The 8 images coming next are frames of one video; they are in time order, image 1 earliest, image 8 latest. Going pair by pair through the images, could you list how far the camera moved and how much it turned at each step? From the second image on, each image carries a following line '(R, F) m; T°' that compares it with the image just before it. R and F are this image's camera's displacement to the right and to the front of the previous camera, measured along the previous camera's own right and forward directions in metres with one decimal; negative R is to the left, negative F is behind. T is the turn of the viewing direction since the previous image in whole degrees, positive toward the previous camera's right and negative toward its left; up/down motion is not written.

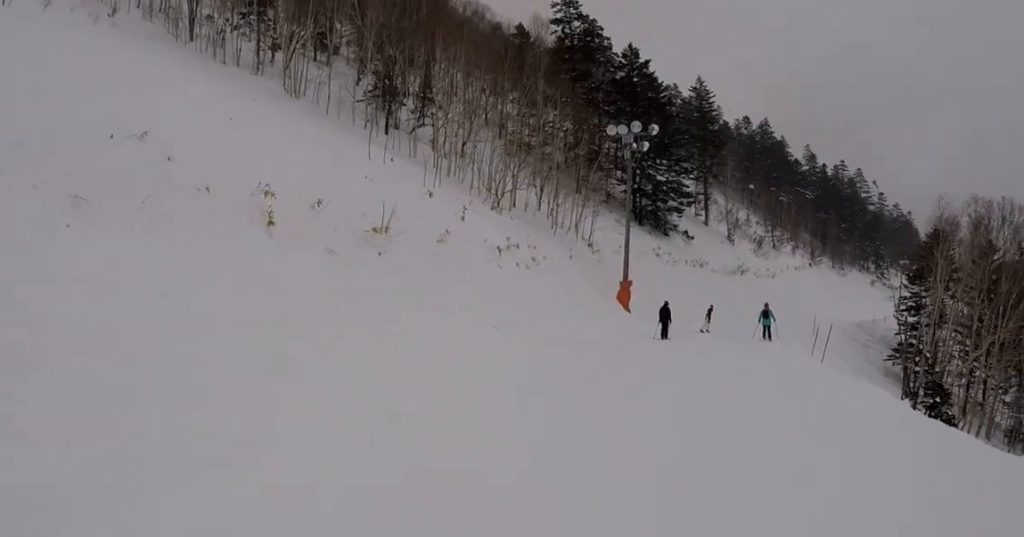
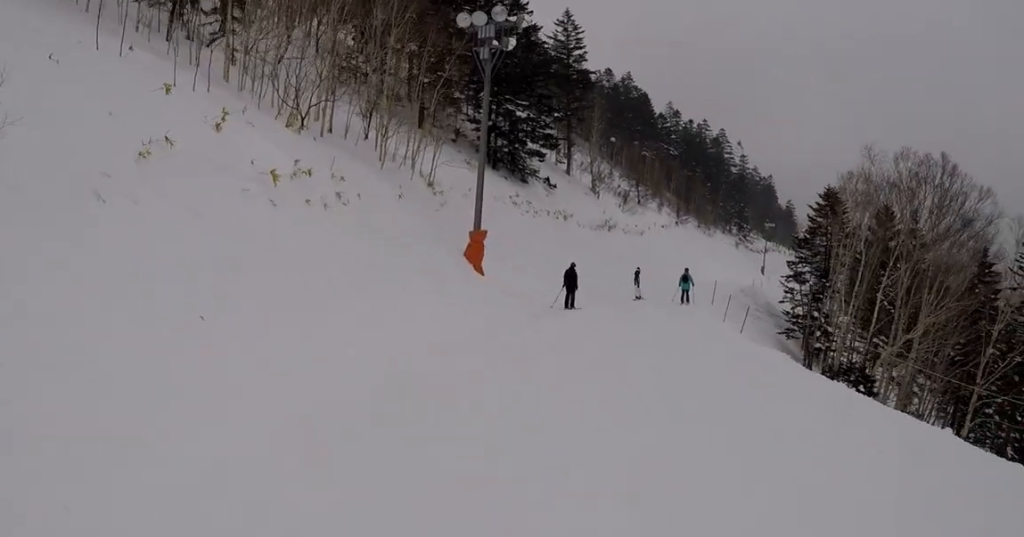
(+1.1, +9.4) m; +17°
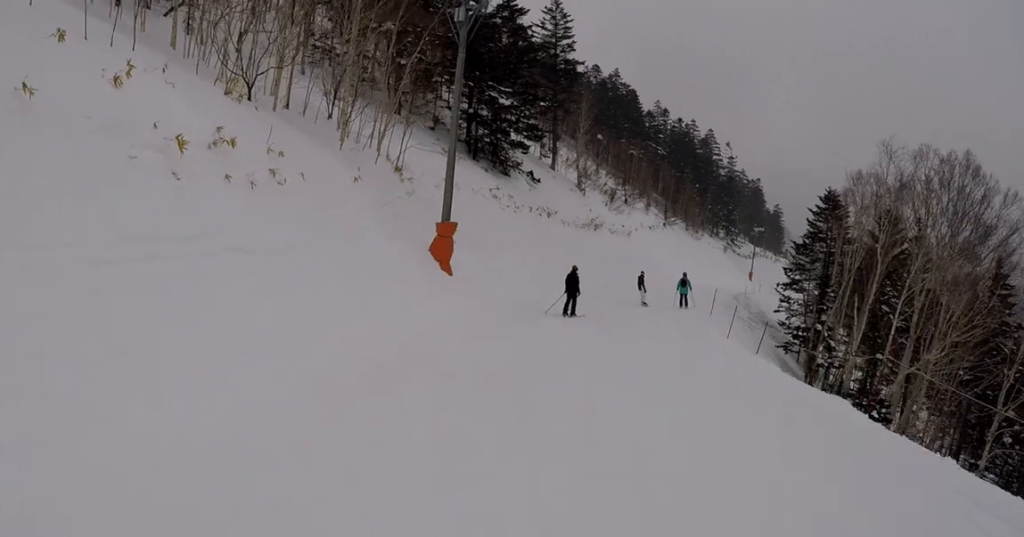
(+0.5, +3.7) m; +6°
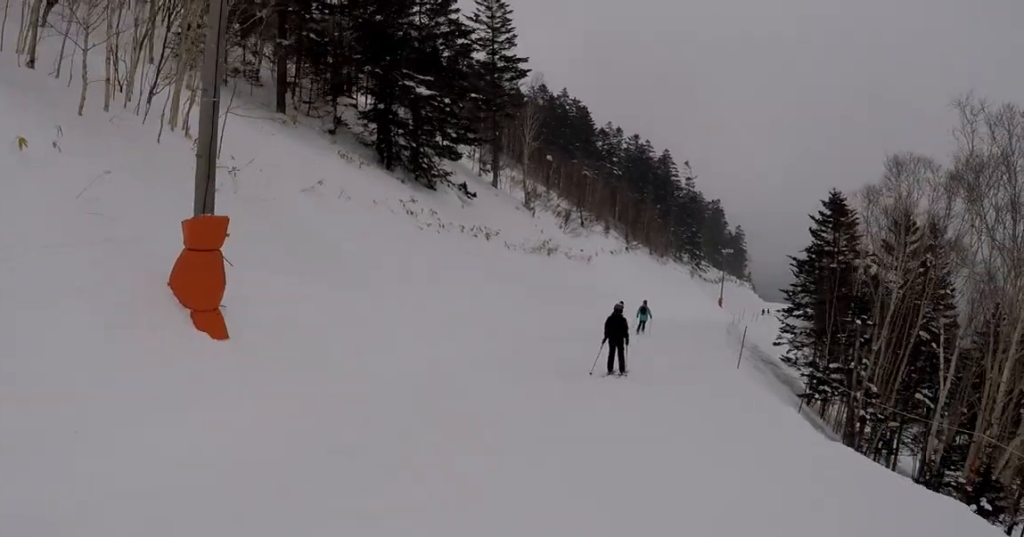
(+0.3, +11.8) m; +2°
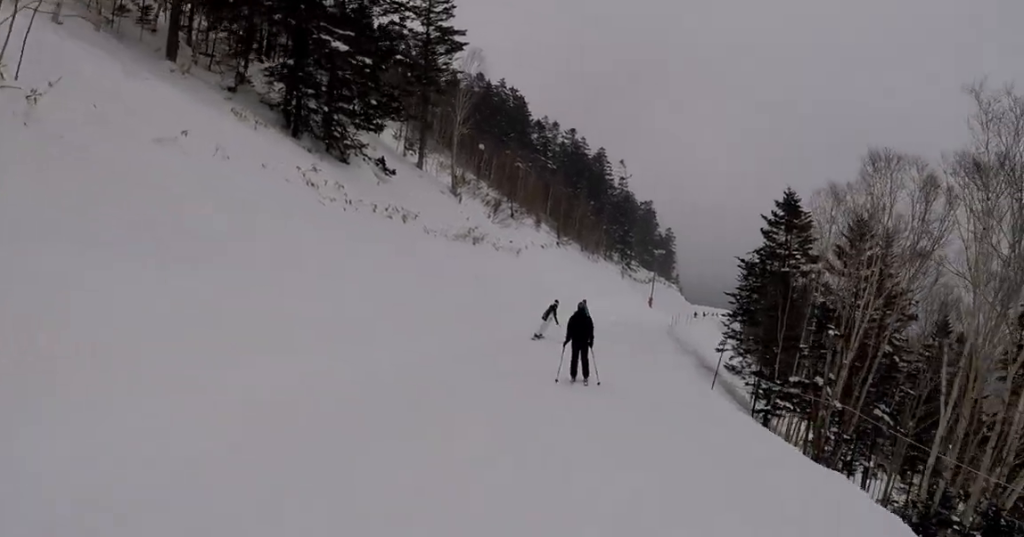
(0.0, +4.8) m; +1°
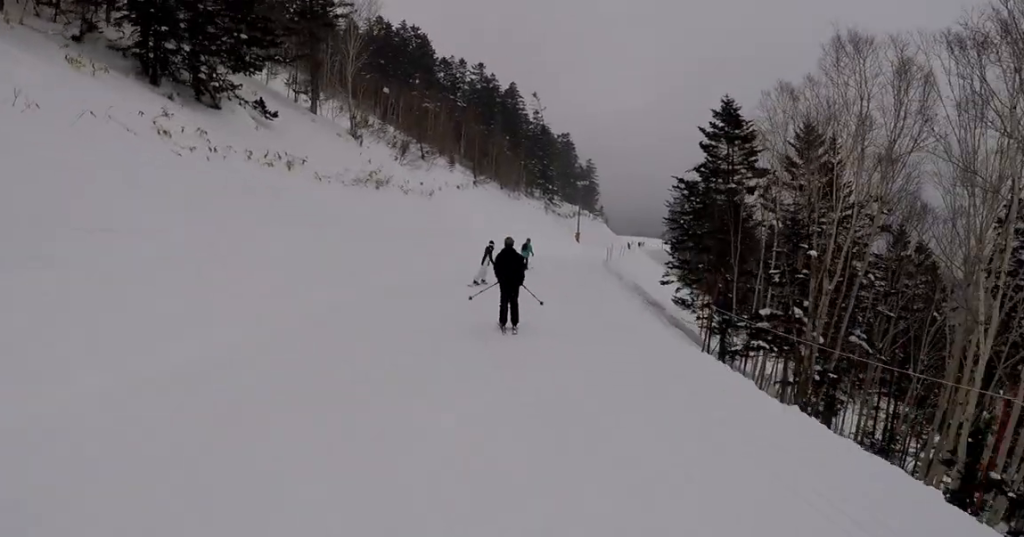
(-0.1, +4.7) m; +3°
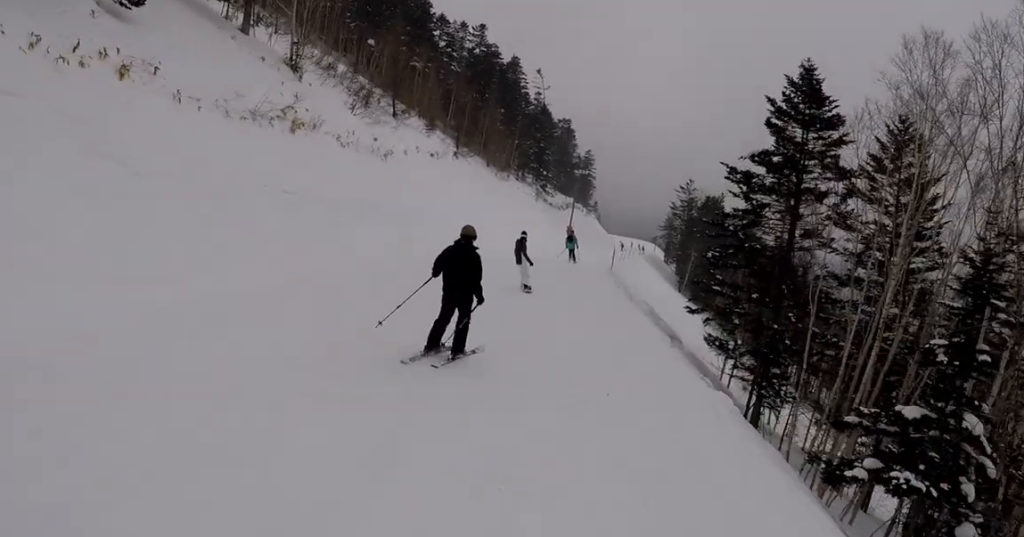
(+1.3, +10.9) m; +10°
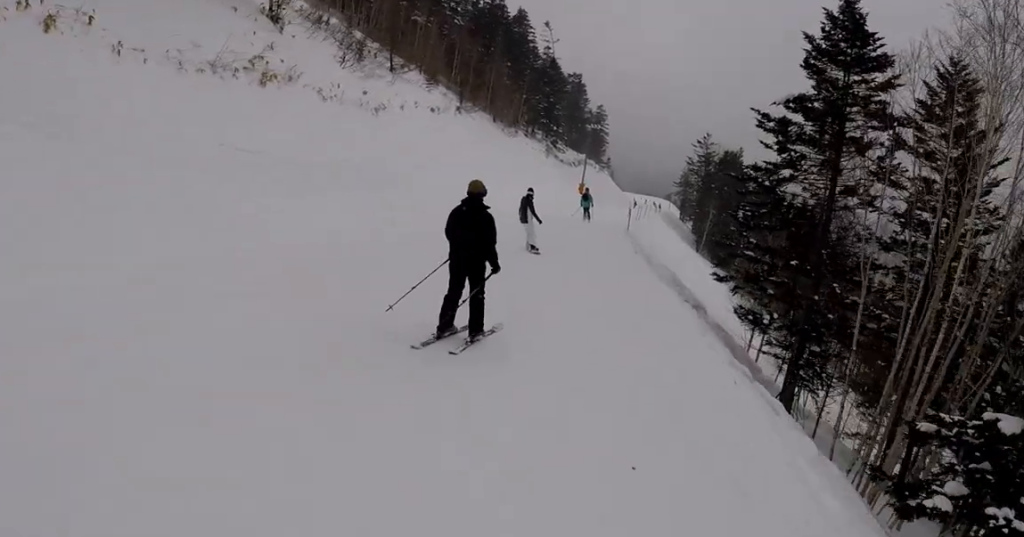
(+0.2, +2.9) m; 0°
